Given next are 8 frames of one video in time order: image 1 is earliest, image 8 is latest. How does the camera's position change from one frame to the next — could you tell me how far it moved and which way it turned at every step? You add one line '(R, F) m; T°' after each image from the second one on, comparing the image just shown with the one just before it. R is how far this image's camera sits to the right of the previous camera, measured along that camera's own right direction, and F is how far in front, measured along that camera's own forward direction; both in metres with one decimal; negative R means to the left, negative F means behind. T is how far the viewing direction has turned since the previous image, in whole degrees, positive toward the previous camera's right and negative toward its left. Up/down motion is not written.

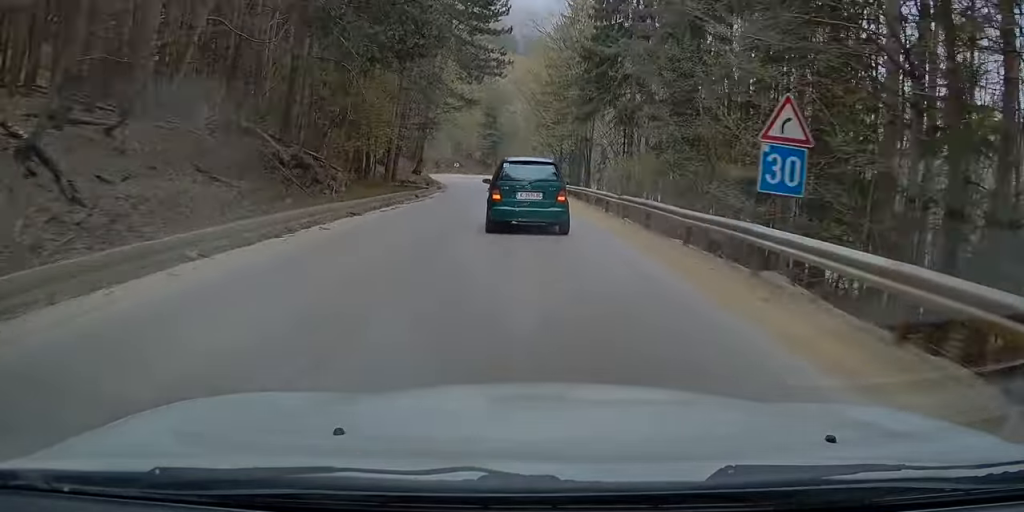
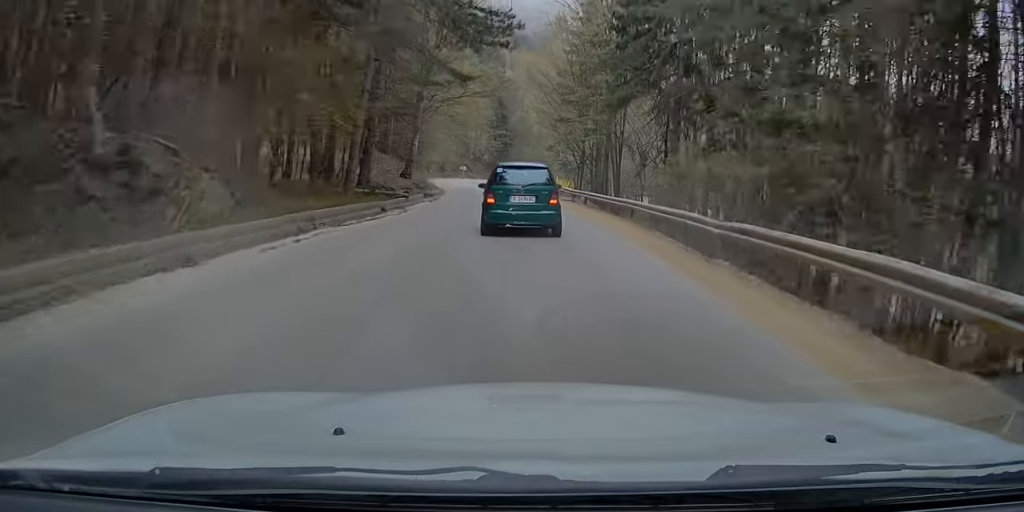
(-0.1, +8.2) m; -1°
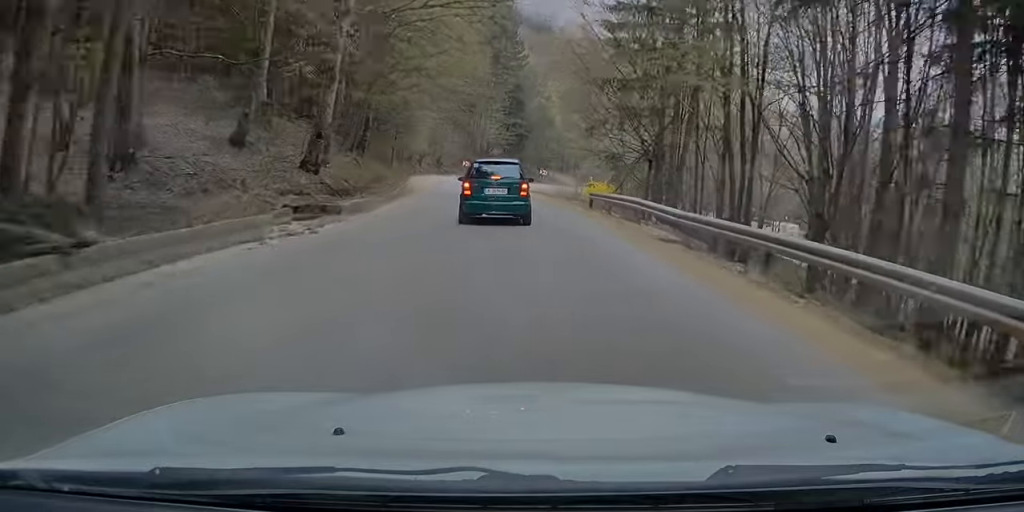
(-0.3, +18.0) m; -2°
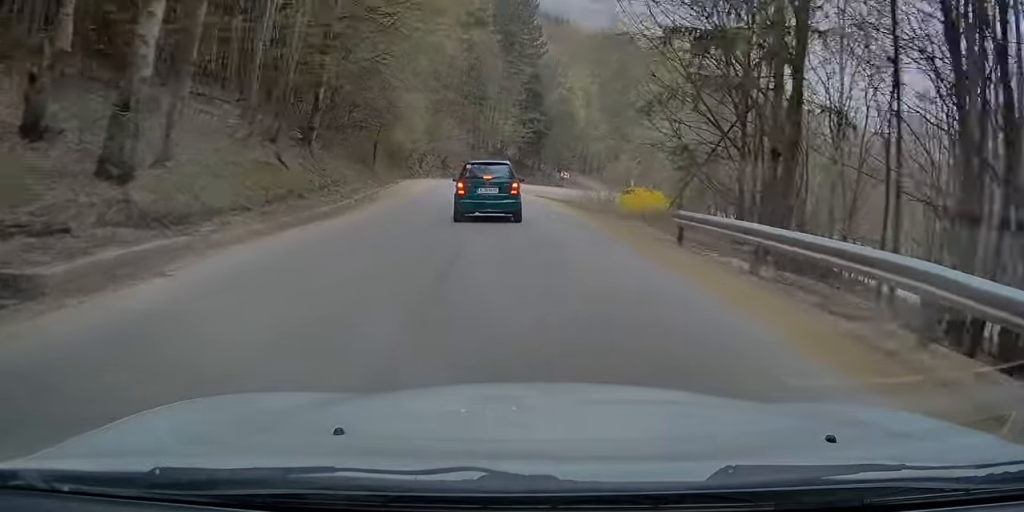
(+0.1, +9.1) m; -1°
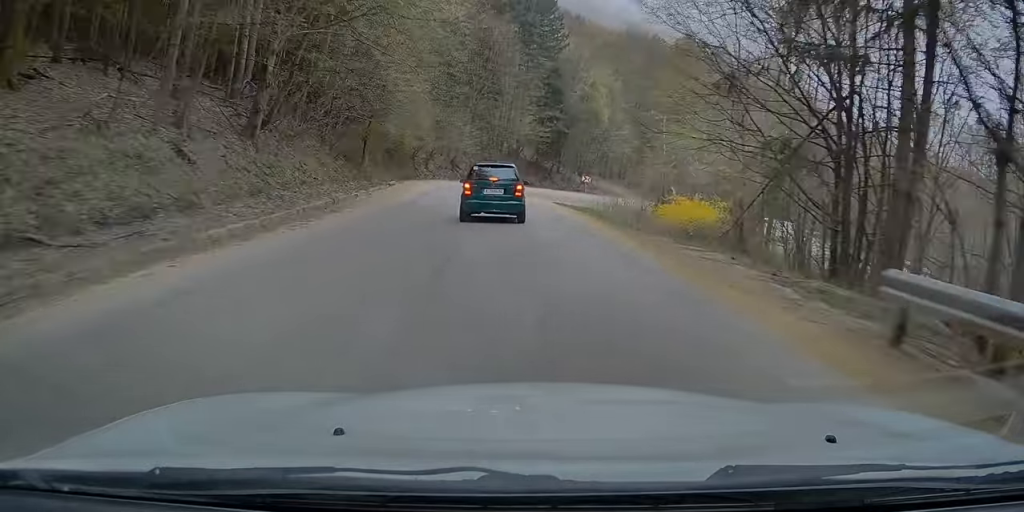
(-0.2, +5.5) m; -2°
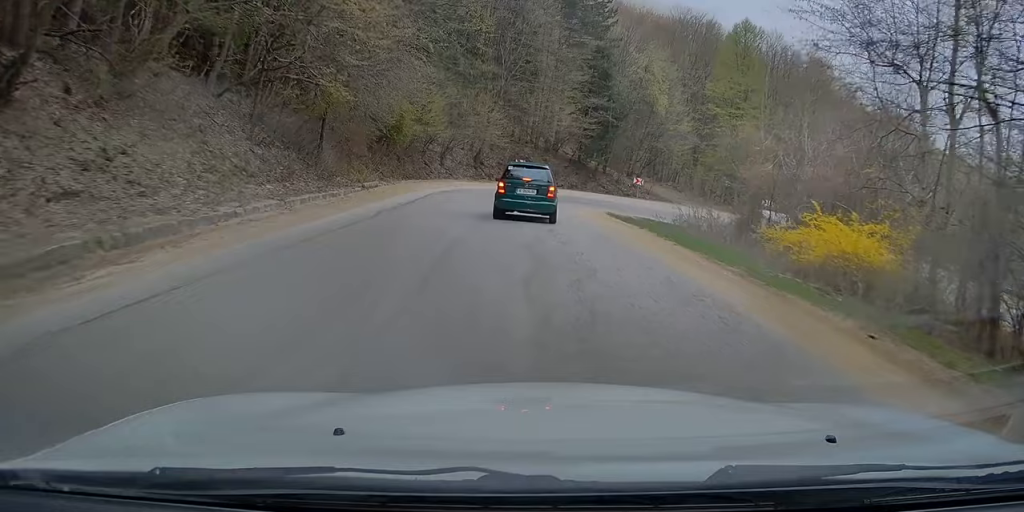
(-0.2, +10.5) m; -3°
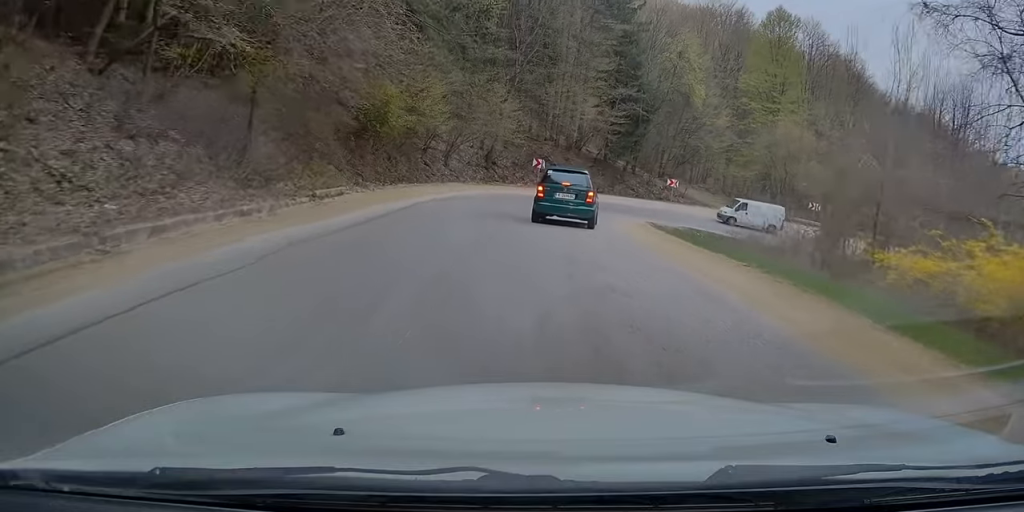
(-0.2, +6.7) m; +1°
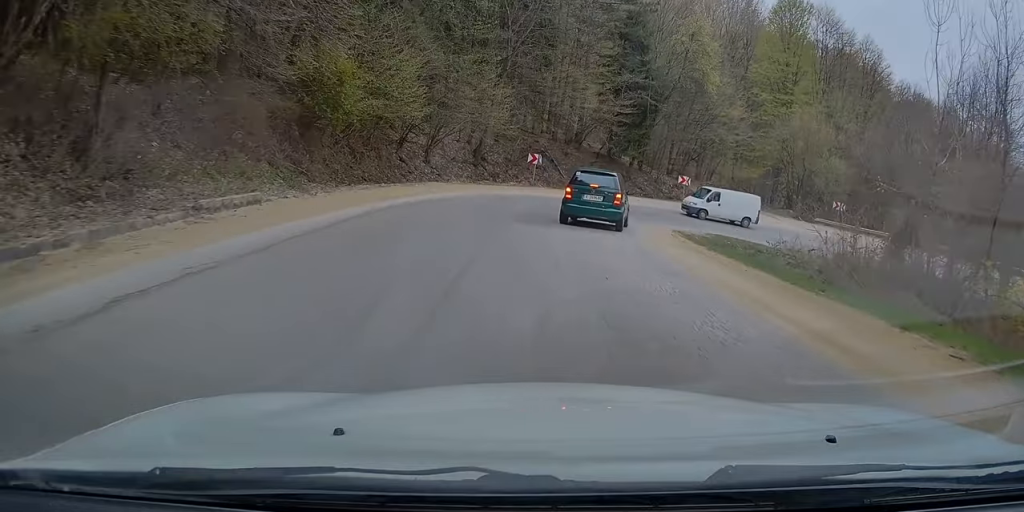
(0.0, +5.7) m; +2°
